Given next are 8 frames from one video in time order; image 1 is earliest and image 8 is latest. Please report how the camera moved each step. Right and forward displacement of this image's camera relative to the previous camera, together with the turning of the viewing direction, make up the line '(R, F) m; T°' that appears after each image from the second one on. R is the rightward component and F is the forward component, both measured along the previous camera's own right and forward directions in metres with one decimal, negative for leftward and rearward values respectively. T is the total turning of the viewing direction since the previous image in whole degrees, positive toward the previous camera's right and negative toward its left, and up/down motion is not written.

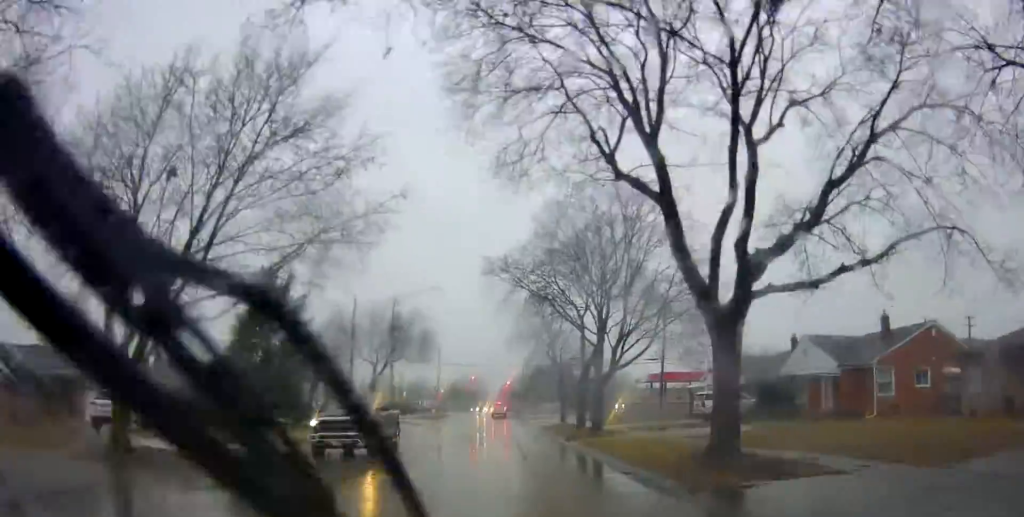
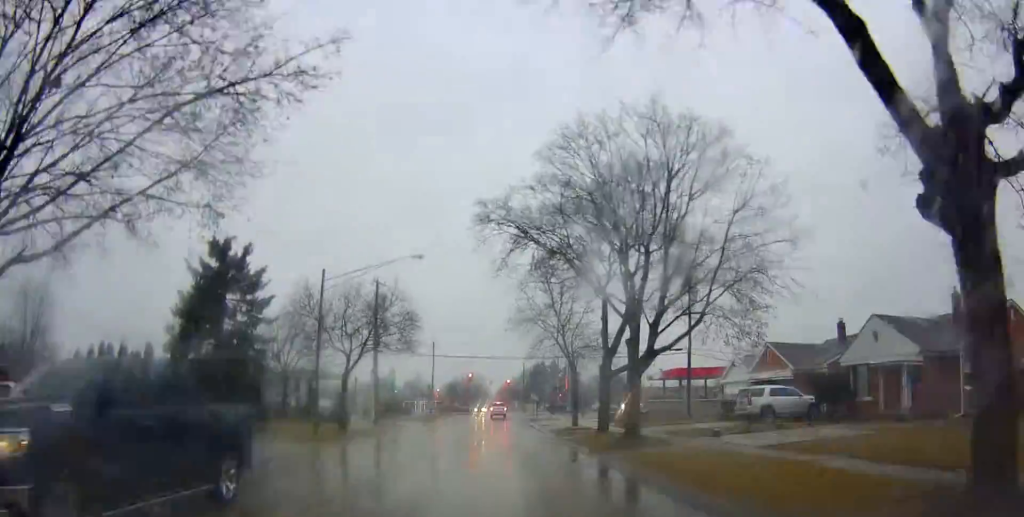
(+0.3, +7.4) m; +2°
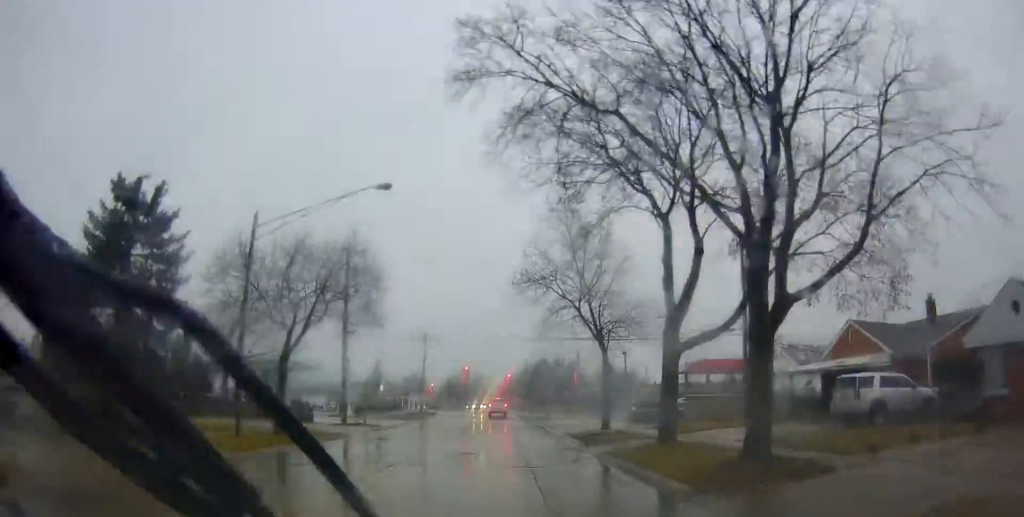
(+0.2, +10.0) m; 0°
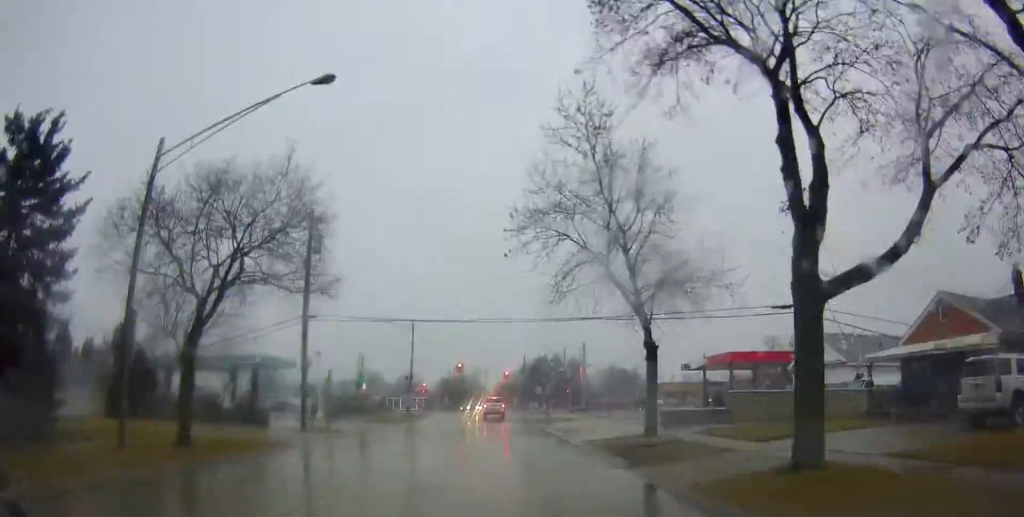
(+0.1, +7.9) m; -1°
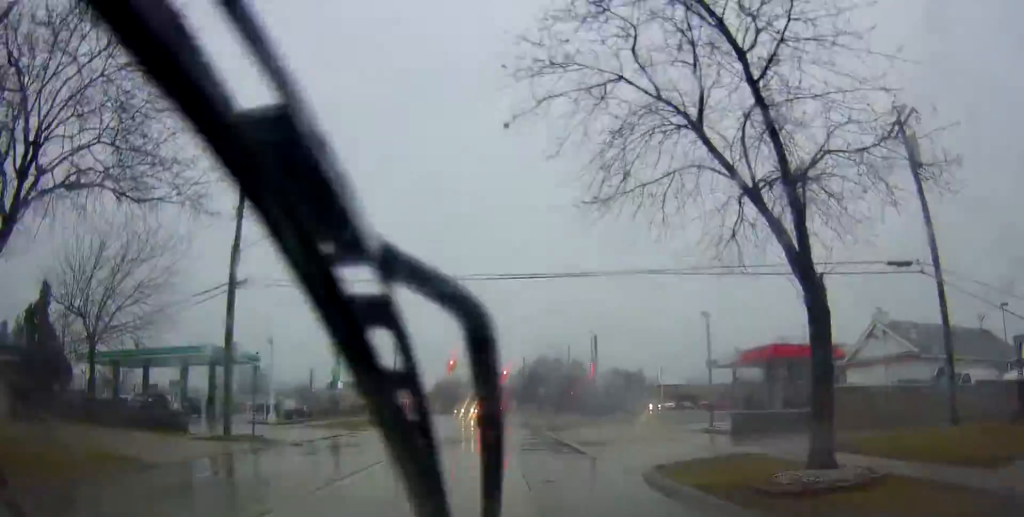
(-0.3, +9.1) m; 0°
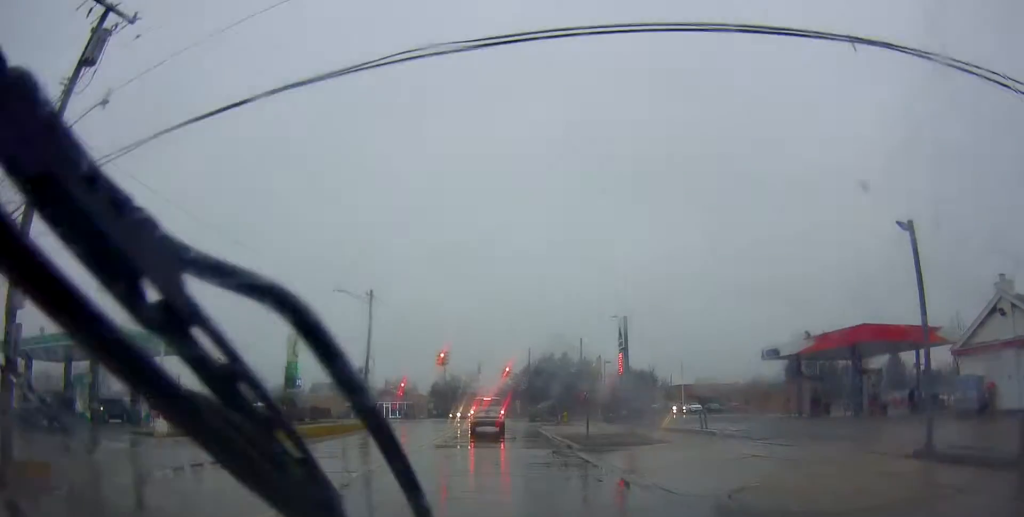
(+0.2, +12.9) m; +2°
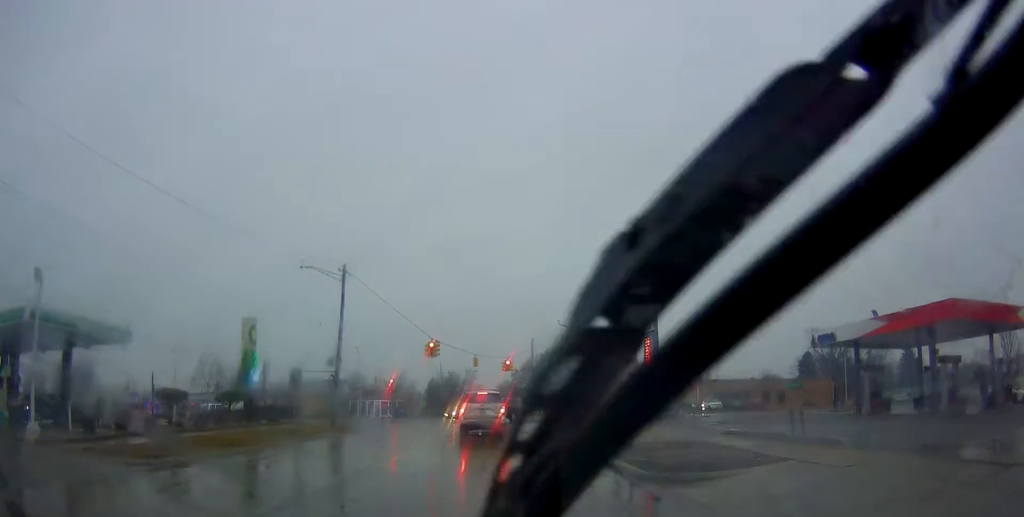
(0.0, +8.0) m; 0°
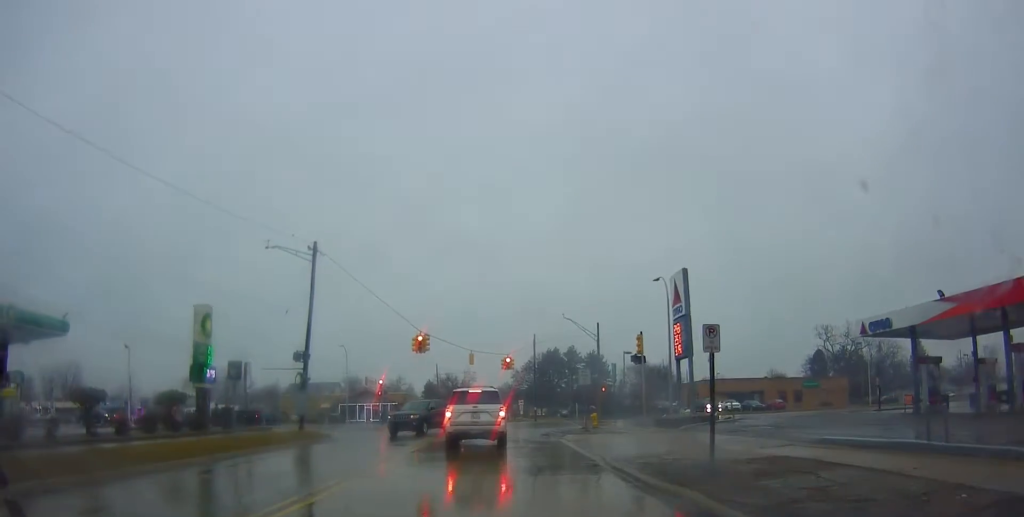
(0.0, +6.0) m; 0°
